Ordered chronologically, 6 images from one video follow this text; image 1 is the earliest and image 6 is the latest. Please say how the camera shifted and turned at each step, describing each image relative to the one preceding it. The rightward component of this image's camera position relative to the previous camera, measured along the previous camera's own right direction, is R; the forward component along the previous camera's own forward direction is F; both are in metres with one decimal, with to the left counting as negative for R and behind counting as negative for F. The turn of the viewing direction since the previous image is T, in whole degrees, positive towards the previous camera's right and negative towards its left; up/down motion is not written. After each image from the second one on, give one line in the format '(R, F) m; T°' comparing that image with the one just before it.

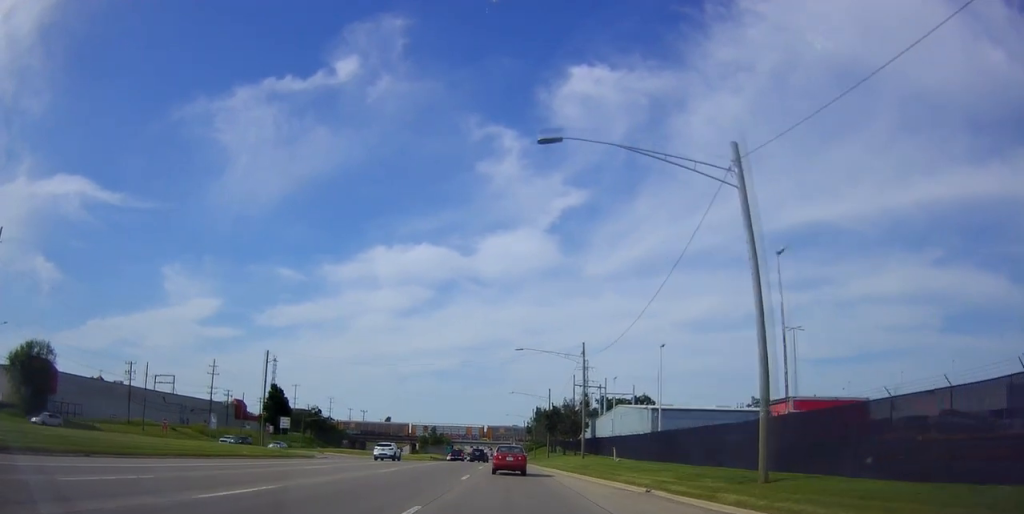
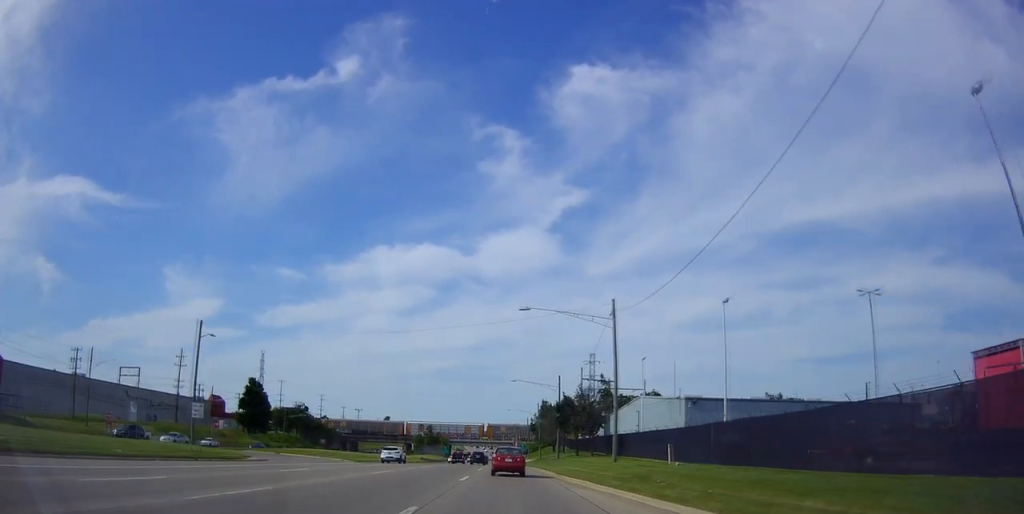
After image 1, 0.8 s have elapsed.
(0.0, +15.4) m; +1°
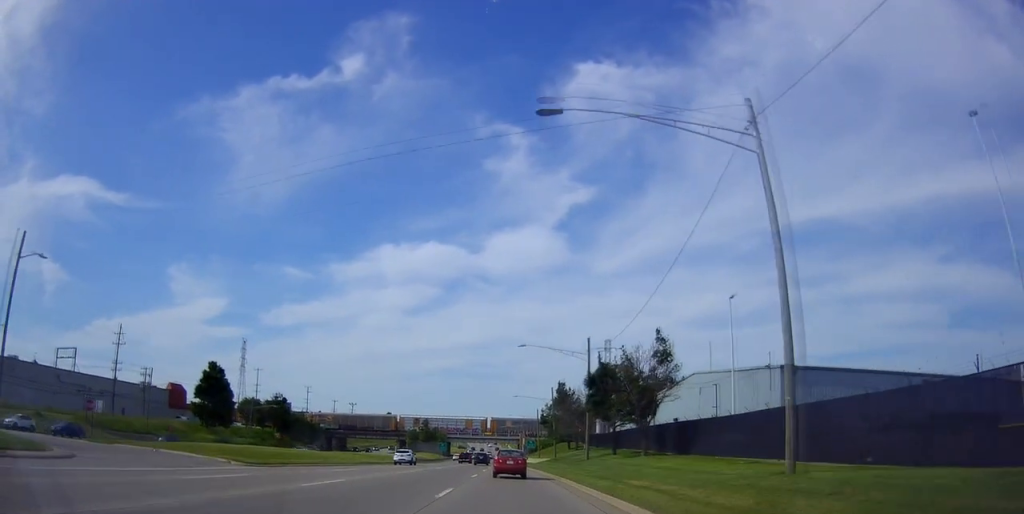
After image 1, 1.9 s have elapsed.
(+0.4, +23.8) m; 0°
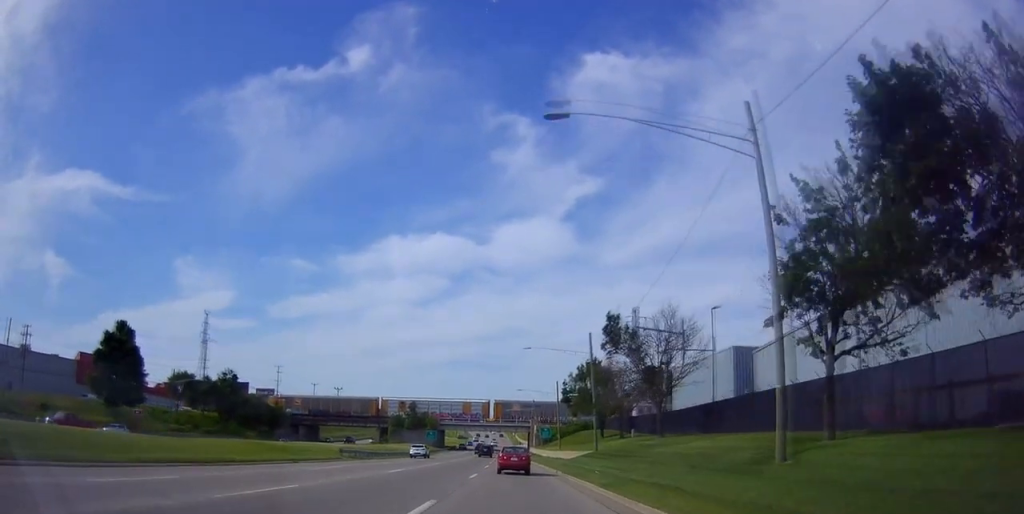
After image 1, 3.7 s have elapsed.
(-0.6, +36.0) m; -1°
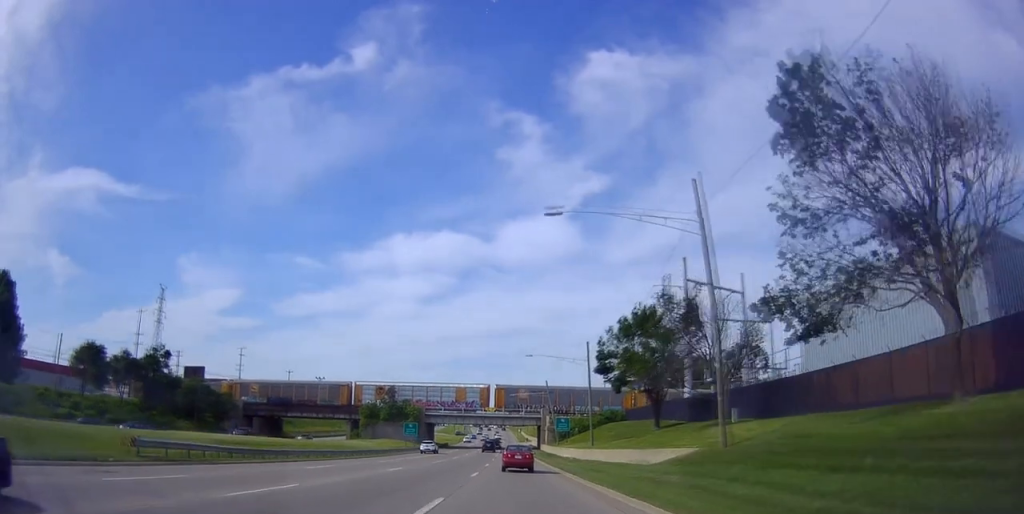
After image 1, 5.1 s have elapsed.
(0.0, +30.7) m; 0°
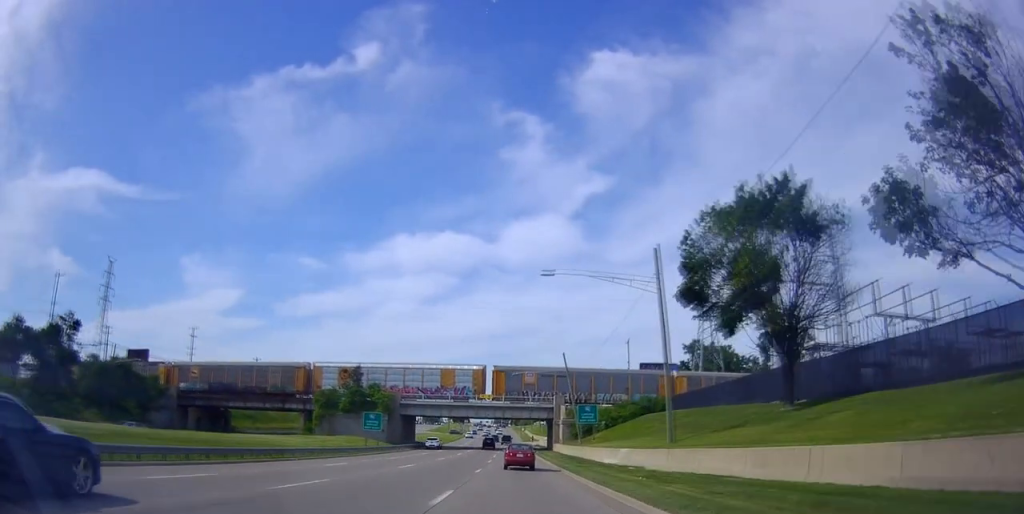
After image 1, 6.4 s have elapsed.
(-0.3, +27.5) m; -1°
